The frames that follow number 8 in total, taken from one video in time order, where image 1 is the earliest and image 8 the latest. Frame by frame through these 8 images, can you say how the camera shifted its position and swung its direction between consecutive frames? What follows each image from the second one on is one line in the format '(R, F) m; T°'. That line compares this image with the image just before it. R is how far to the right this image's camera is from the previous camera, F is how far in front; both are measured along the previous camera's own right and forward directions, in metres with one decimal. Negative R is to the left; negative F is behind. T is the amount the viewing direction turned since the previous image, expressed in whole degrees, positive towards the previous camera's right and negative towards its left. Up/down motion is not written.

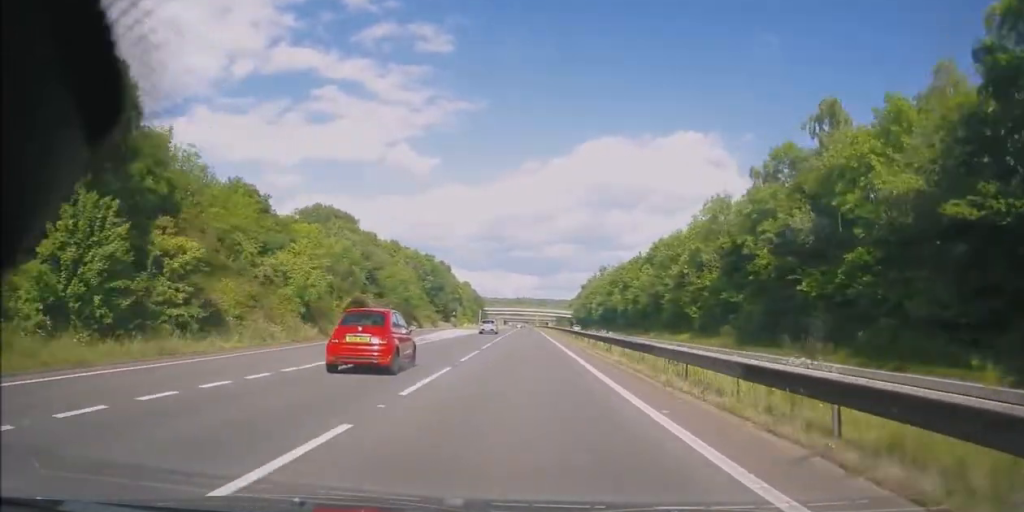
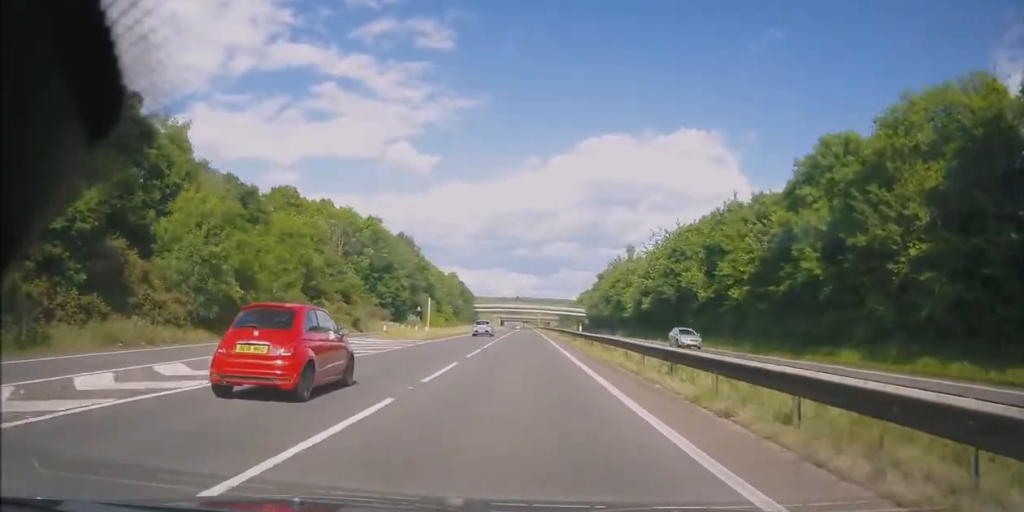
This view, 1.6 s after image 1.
(-0.8, +50.4) m; -1°
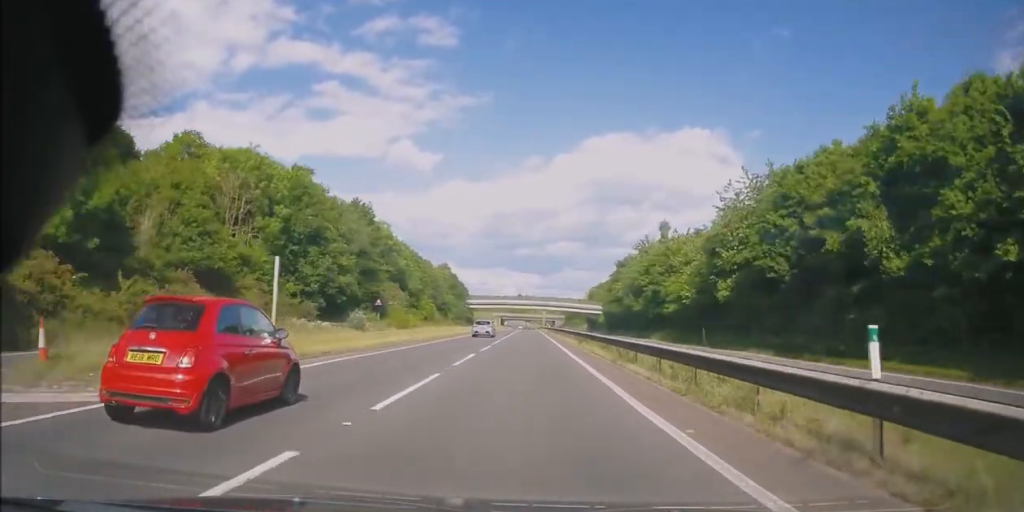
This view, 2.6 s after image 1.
(+0.6, +30.5) m; 0°
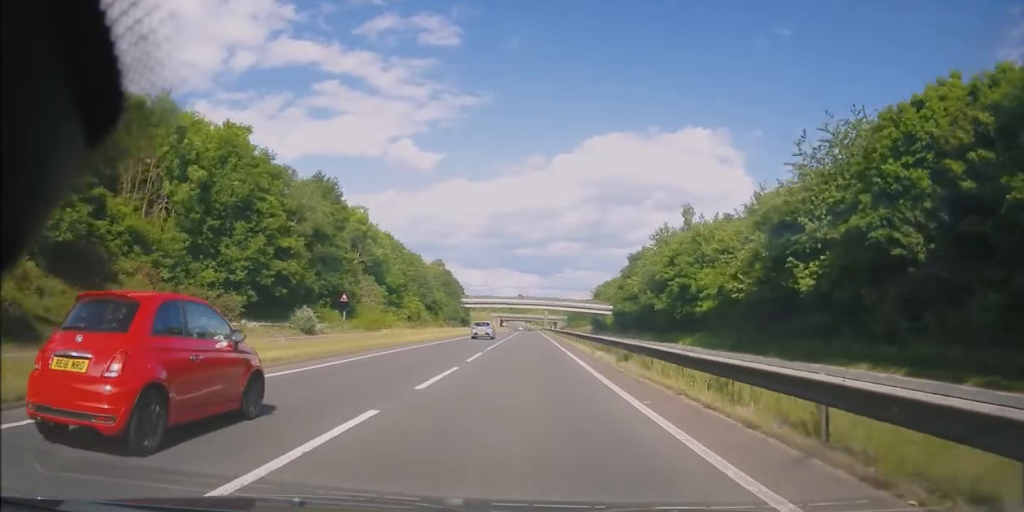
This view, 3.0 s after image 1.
(-0.2, +14.7) m; 0°
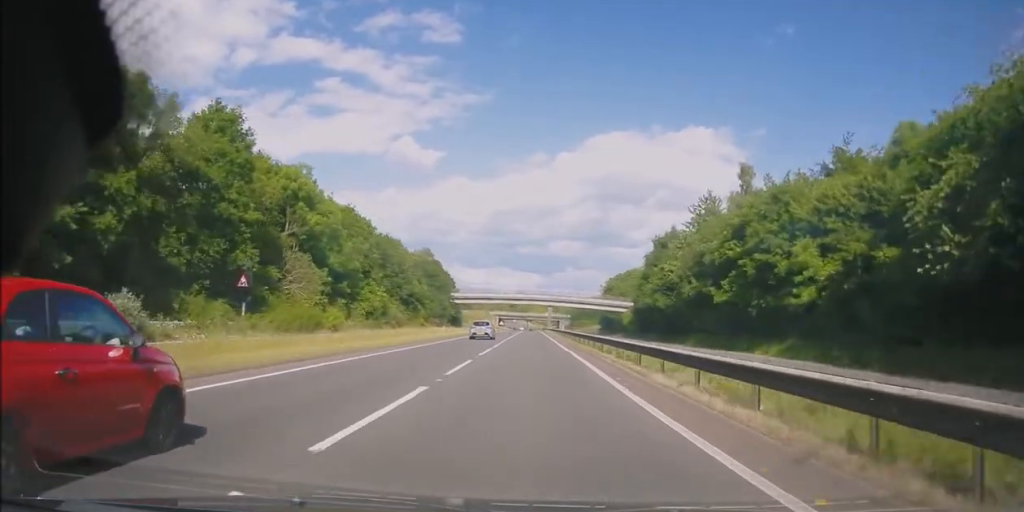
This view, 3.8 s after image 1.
(-0.2, +23.2) m; 0°
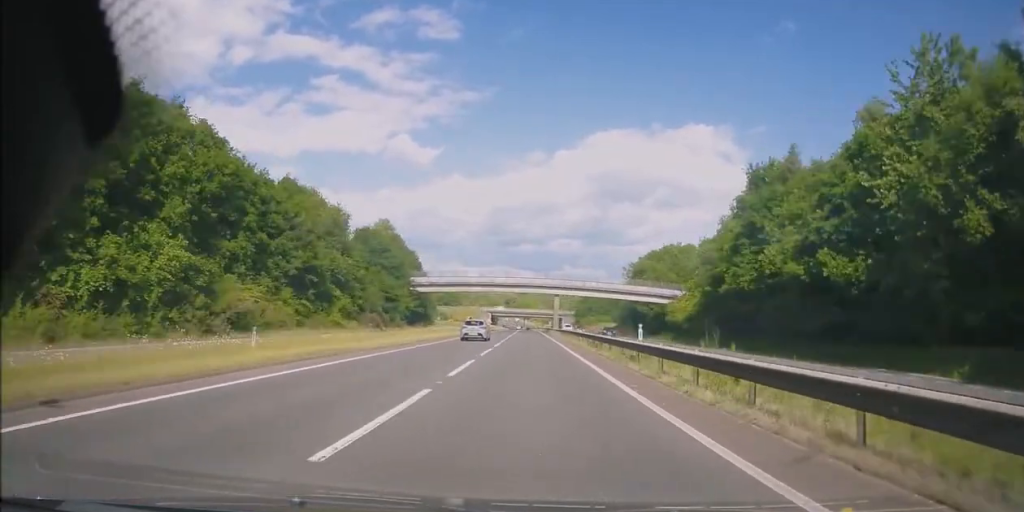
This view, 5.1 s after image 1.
(+0.6, +43.2) m; +1°
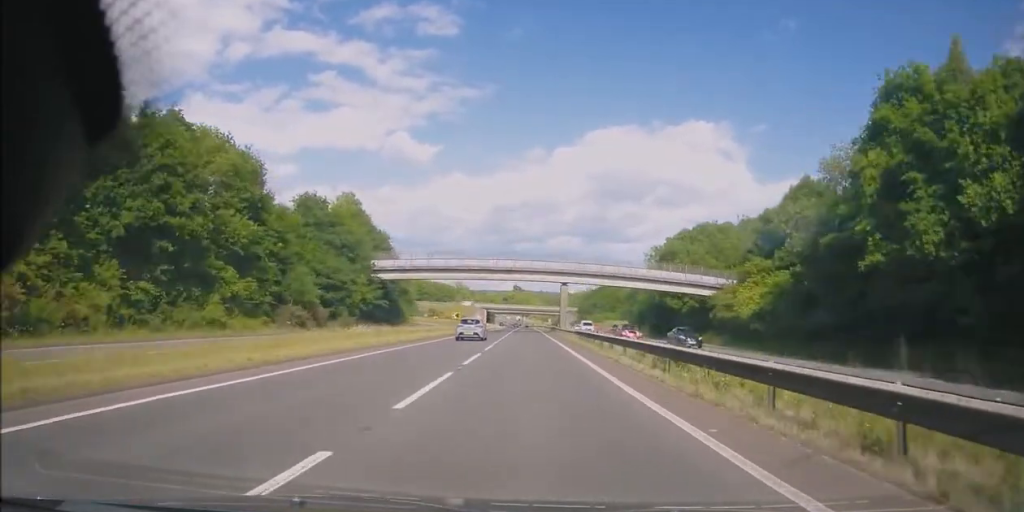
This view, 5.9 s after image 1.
(0.0, +23.2) m; 0°
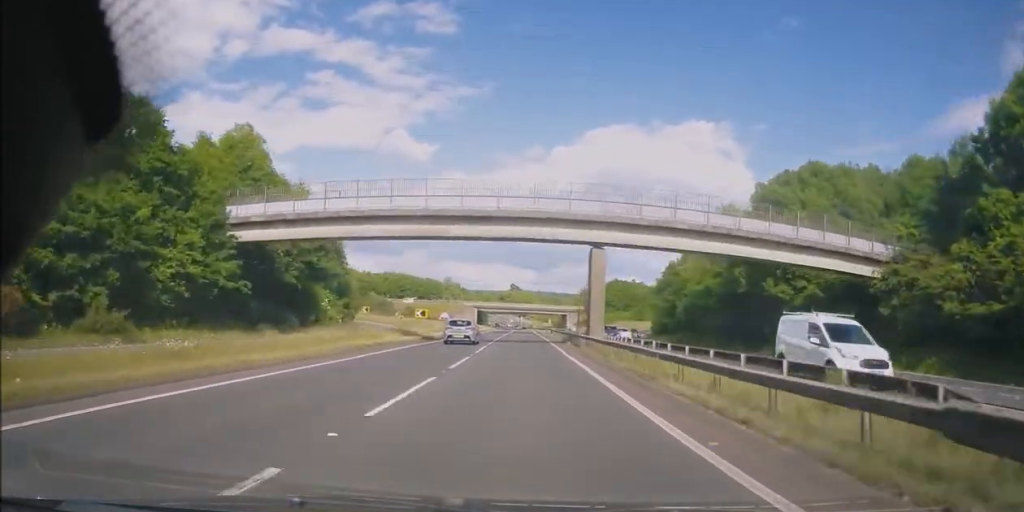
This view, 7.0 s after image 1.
(+0.1, +35.9) m; 0°
